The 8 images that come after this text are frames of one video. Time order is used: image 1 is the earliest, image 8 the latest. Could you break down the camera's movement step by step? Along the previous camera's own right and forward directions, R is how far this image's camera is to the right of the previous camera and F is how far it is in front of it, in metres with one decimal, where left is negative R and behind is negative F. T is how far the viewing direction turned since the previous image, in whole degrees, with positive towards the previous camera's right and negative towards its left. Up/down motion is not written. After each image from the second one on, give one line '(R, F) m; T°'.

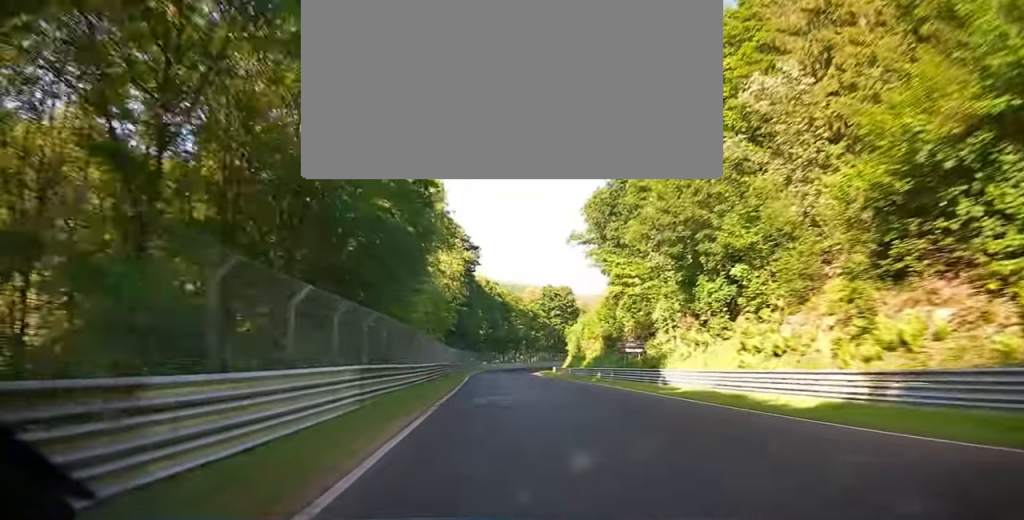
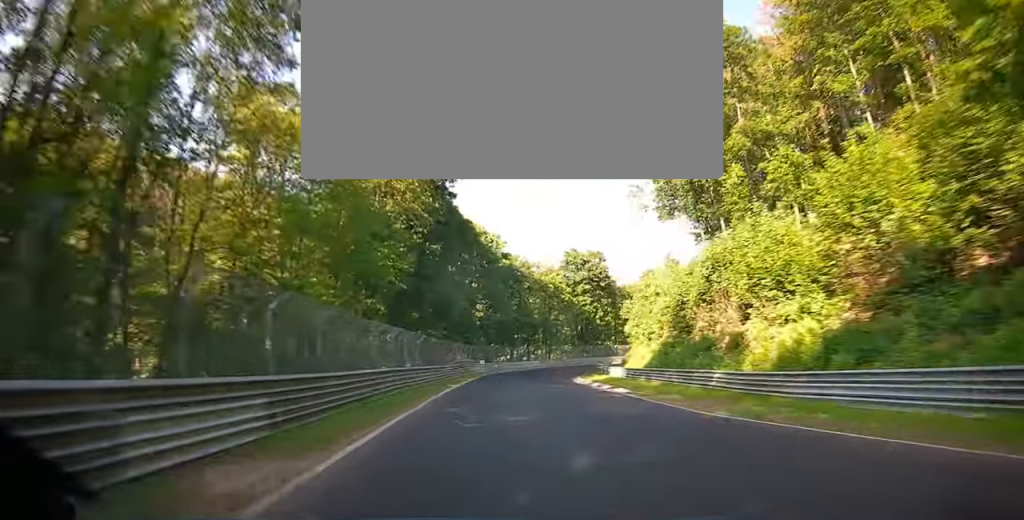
(+0.1, +43.9) m; +3°
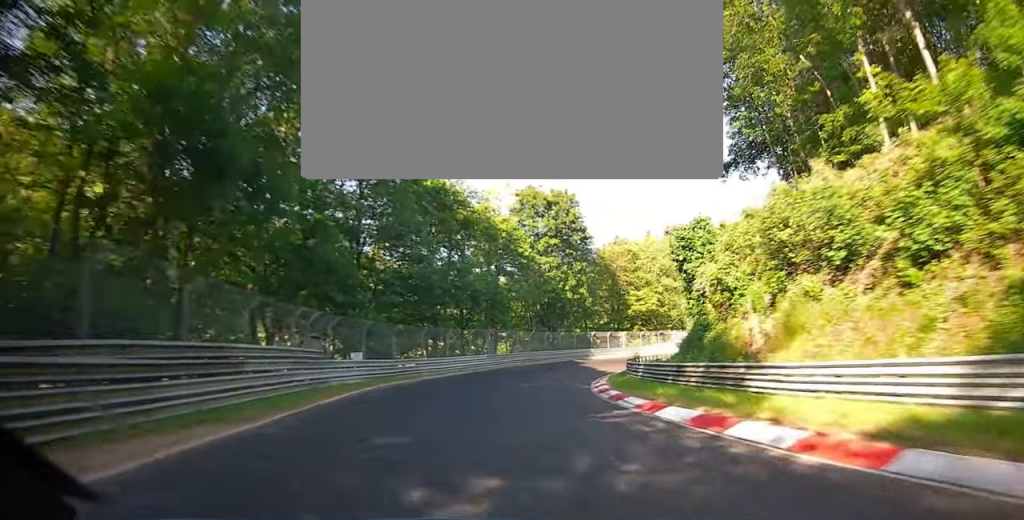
(+2.0, +35.6) m; +8°
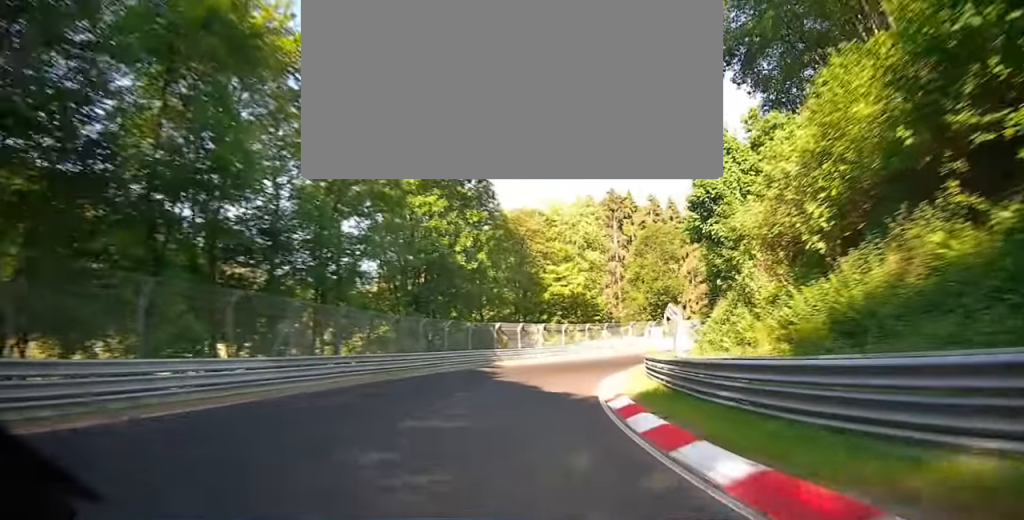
(+1.7, +27.0) m; +10°
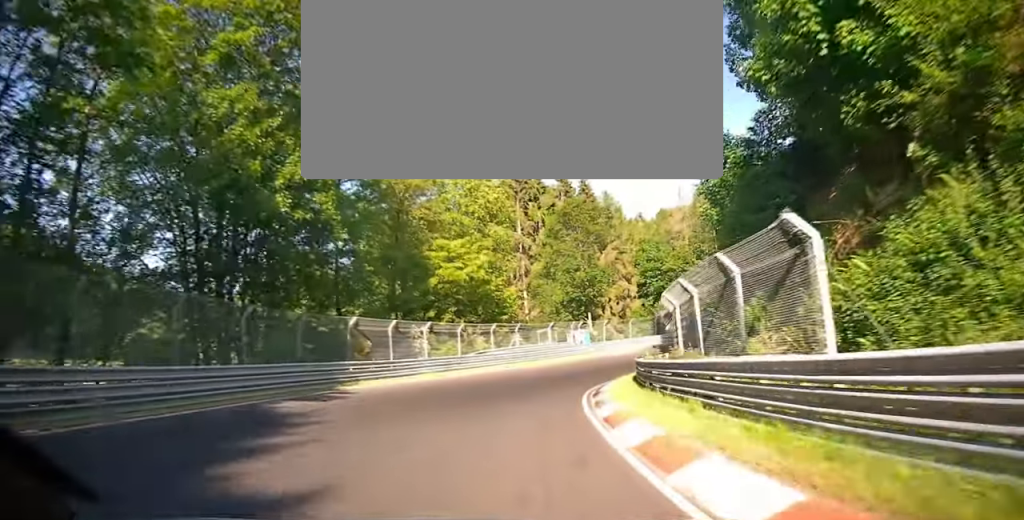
(+1.1, +18.4) m; +10°
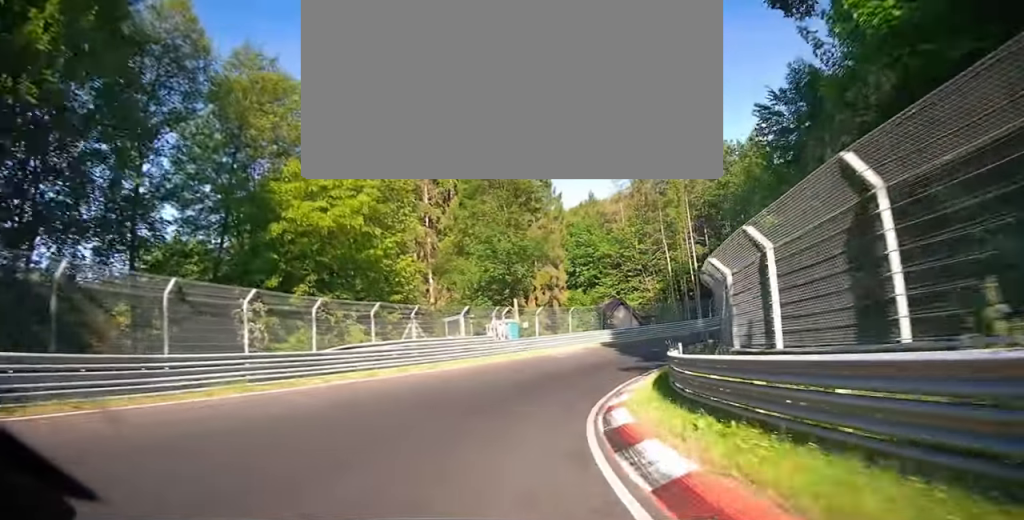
(+0.3, +16.4) m; +12°
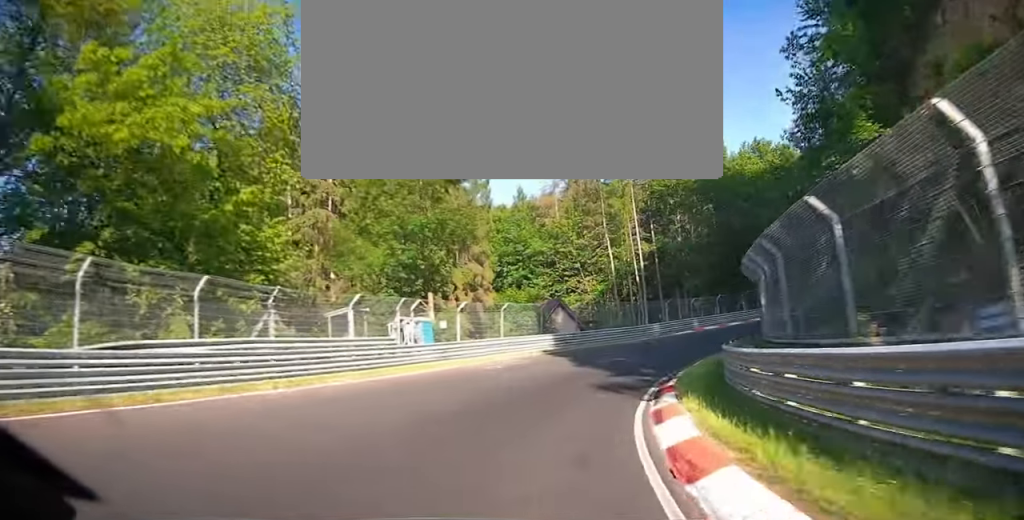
(+1.9, +10.4) m; +13°
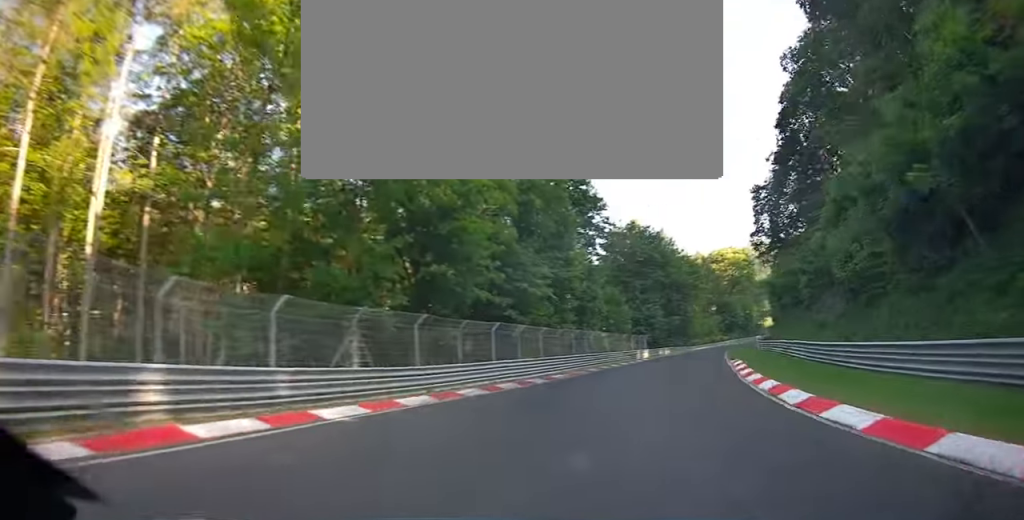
(+20.2, +36.8) m; +54°
